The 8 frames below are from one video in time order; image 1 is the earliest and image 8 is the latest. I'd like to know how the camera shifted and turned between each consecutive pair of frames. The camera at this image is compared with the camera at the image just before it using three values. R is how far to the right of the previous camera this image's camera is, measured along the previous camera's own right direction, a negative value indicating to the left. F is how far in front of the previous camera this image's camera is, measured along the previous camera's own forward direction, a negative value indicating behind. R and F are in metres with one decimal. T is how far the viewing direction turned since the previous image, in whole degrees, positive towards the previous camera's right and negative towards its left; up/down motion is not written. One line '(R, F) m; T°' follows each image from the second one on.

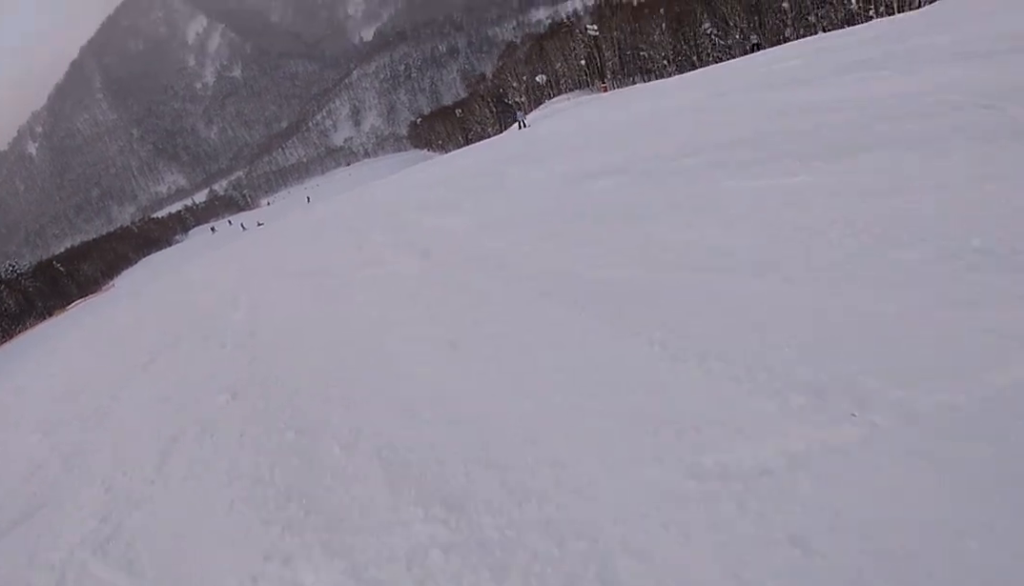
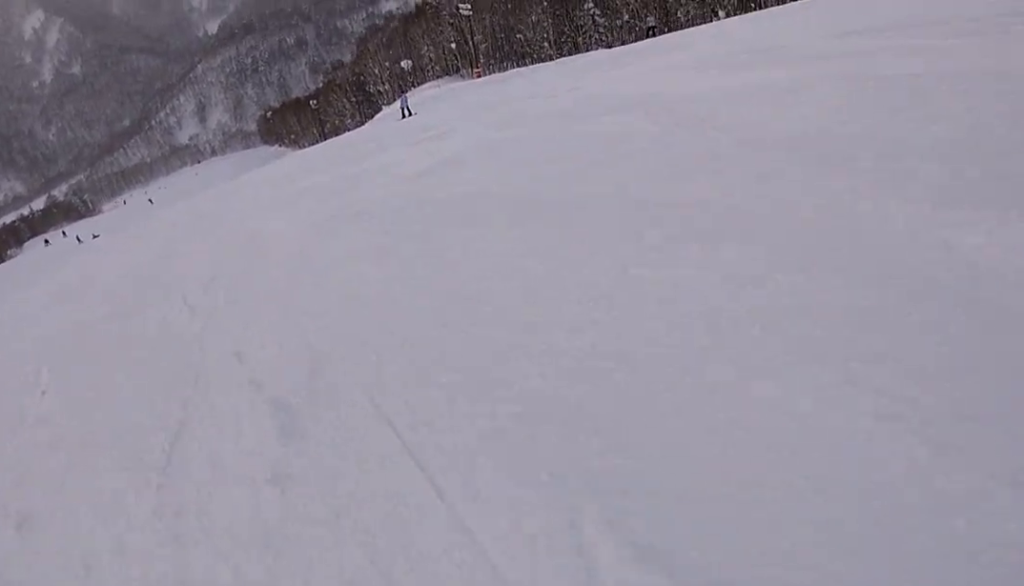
(+1.5, +10.0) m; +15°
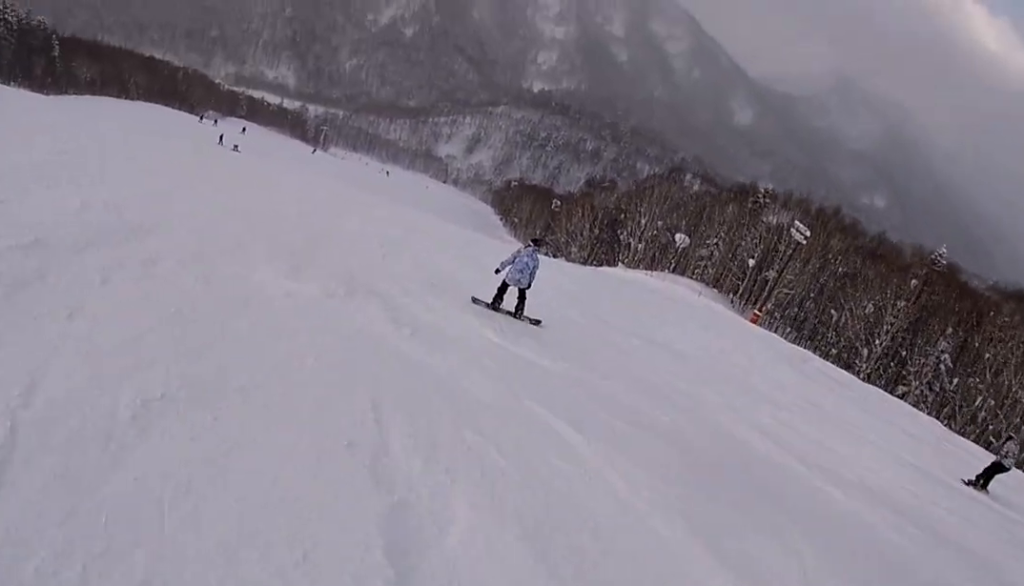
(+4.6, +26.2) m; -2°
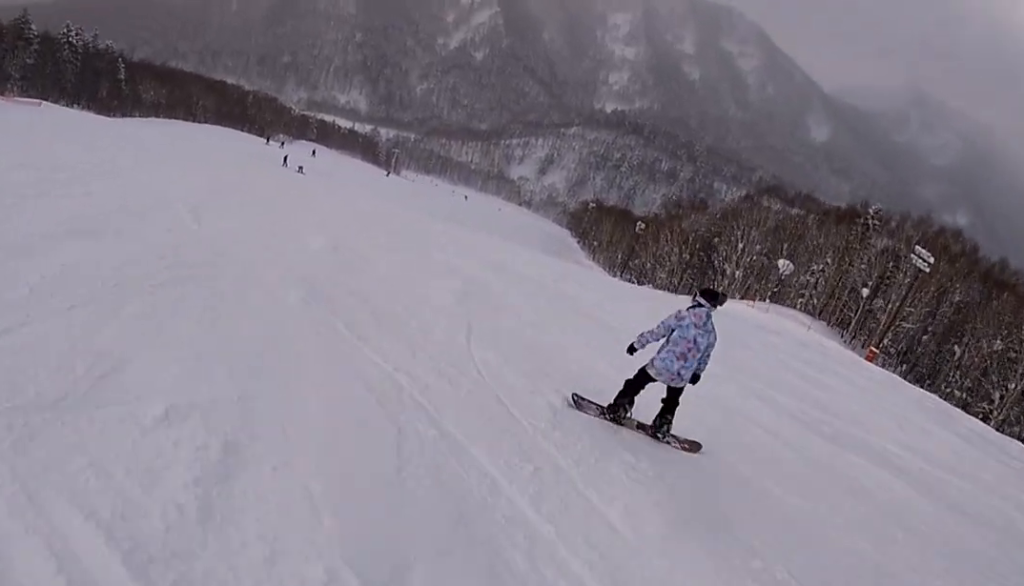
(-0.2, +5.3) m; -10°
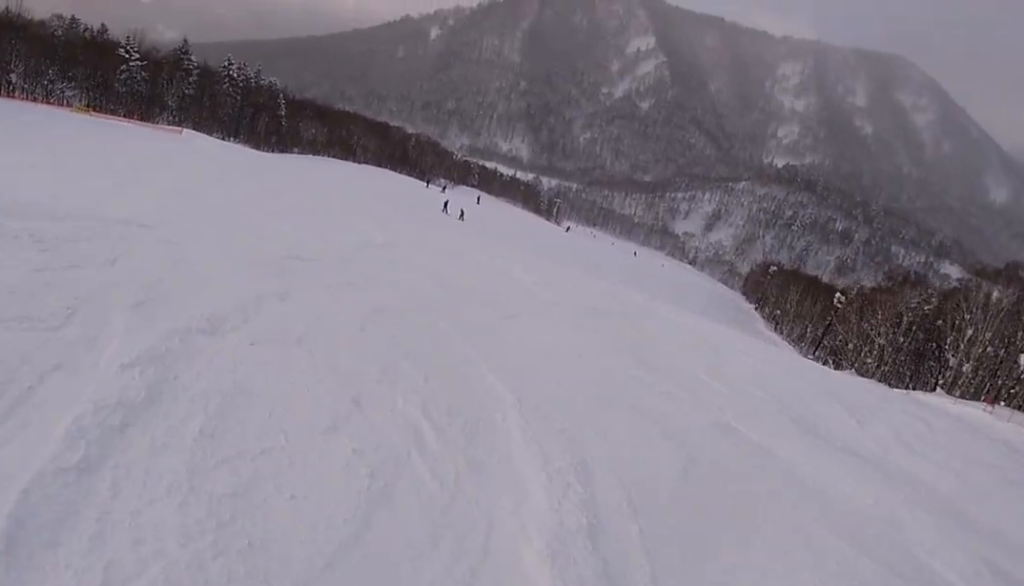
(-1.2, +8.4) m; -14°
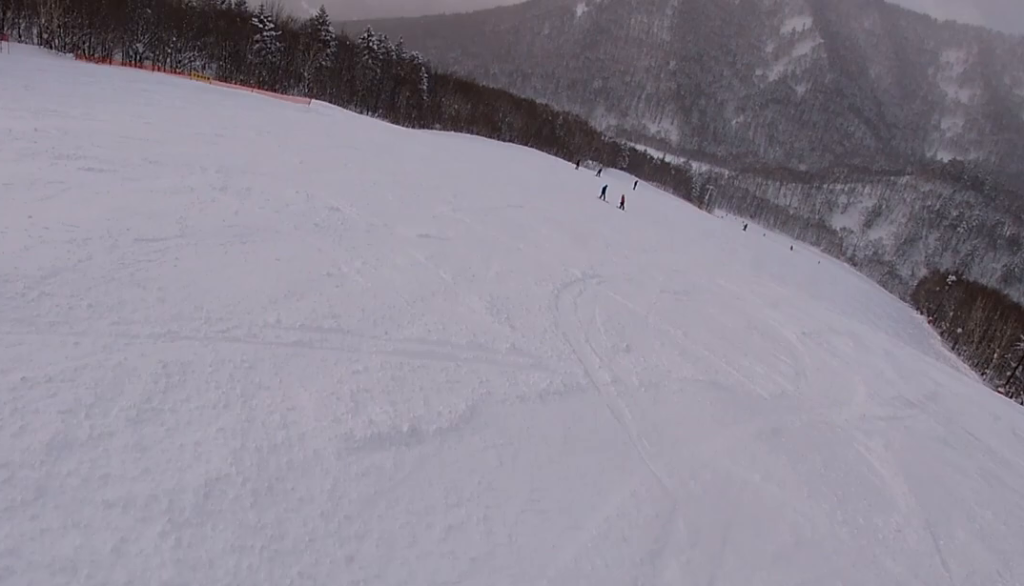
(-0.8, +6.4) m; -11°
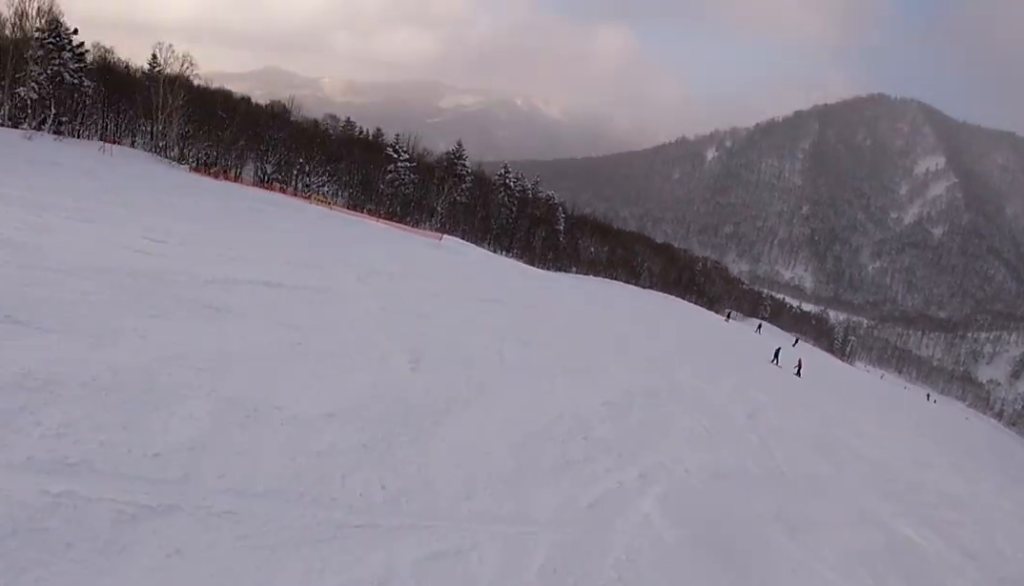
(-0.8, +7.8) m; -13°
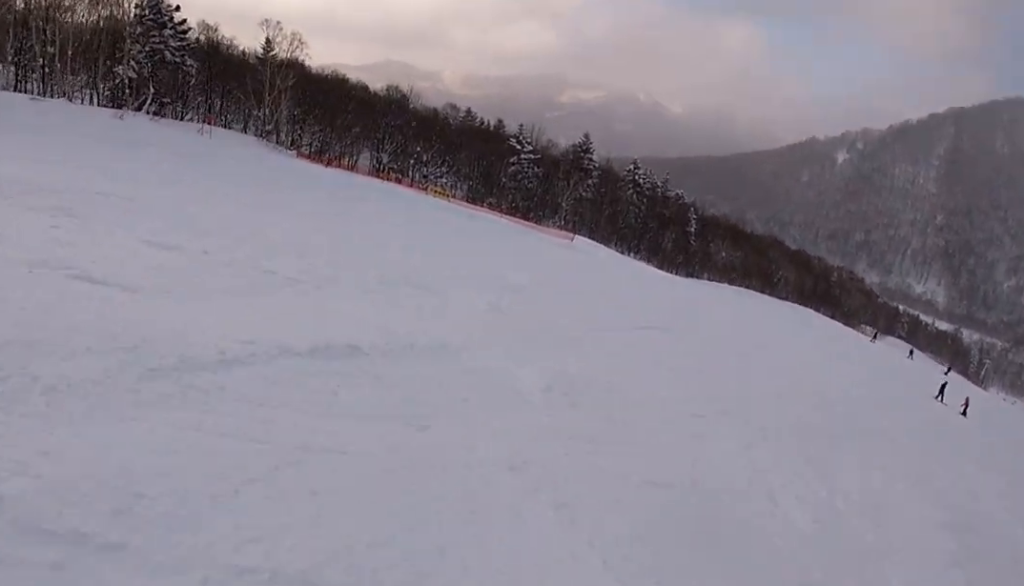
(-0.5, +4.7) m; -7°
